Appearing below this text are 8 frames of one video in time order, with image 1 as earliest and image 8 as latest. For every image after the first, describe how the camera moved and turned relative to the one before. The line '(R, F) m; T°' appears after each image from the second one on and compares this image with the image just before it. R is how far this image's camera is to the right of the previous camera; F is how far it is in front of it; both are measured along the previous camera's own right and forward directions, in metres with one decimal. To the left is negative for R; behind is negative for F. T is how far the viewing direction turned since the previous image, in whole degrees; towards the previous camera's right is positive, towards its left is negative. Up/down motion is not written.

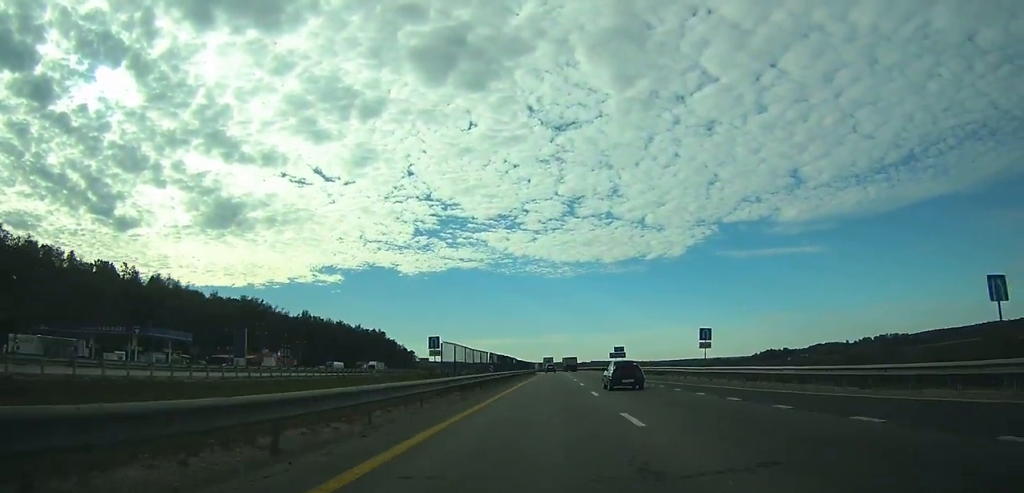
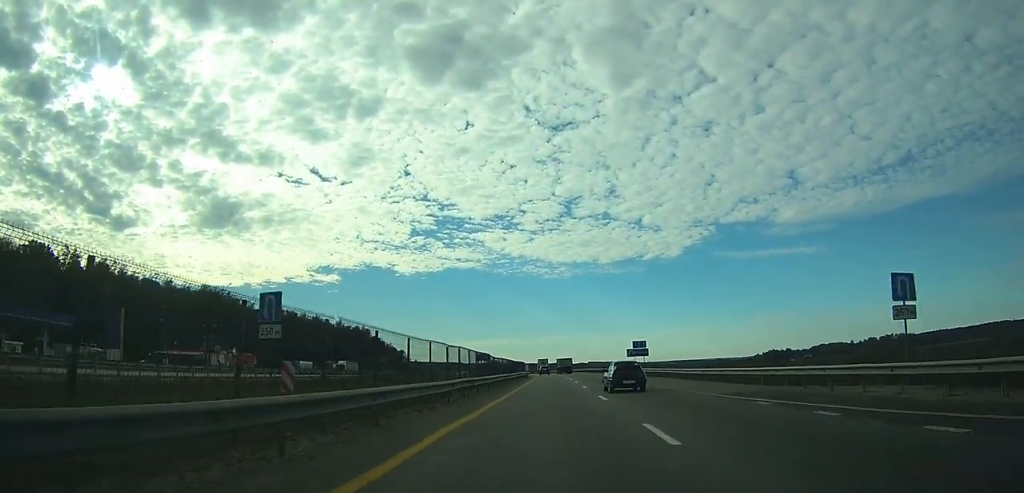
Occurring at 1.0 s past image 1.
(+0.1, +25.9) m; +1°
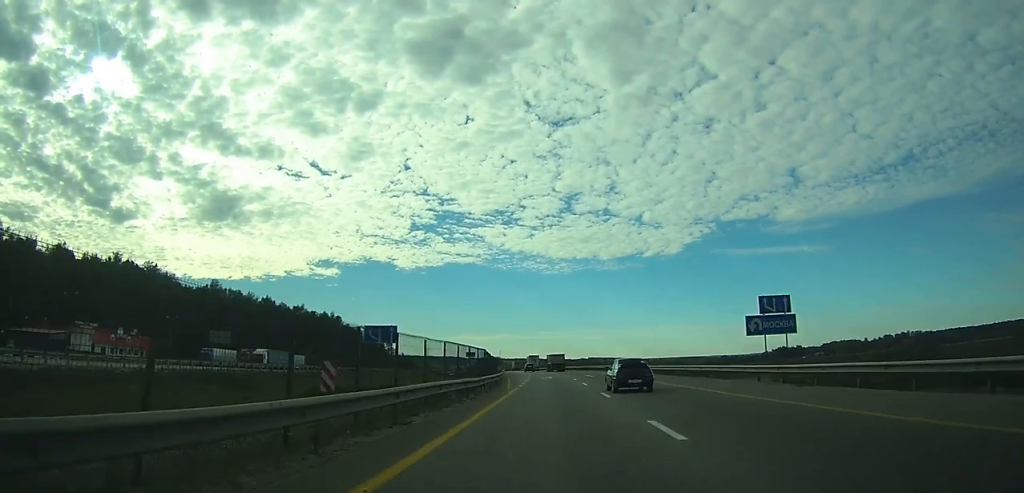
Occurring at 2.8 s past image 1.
(+0.3, +46.8) m; 0°
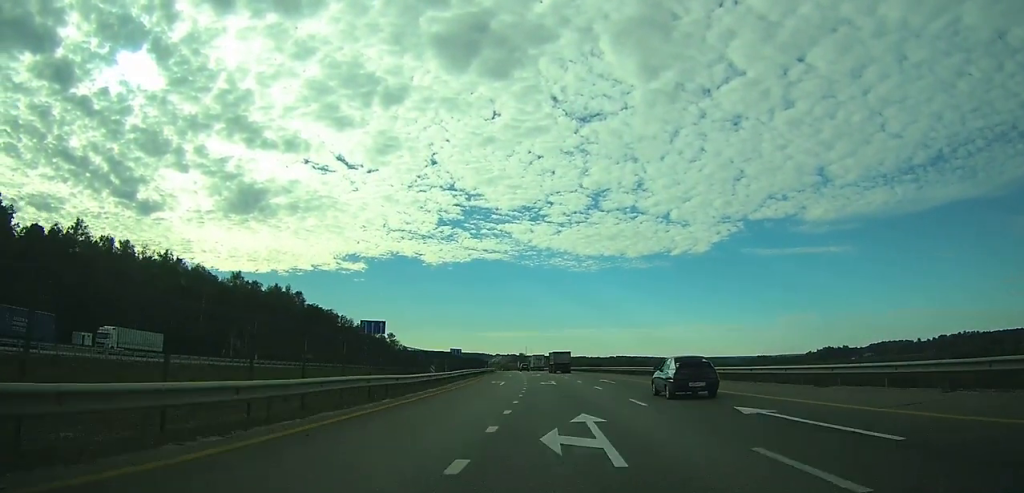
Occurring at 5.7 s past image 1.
(-1.0, +75.1) m; -2°
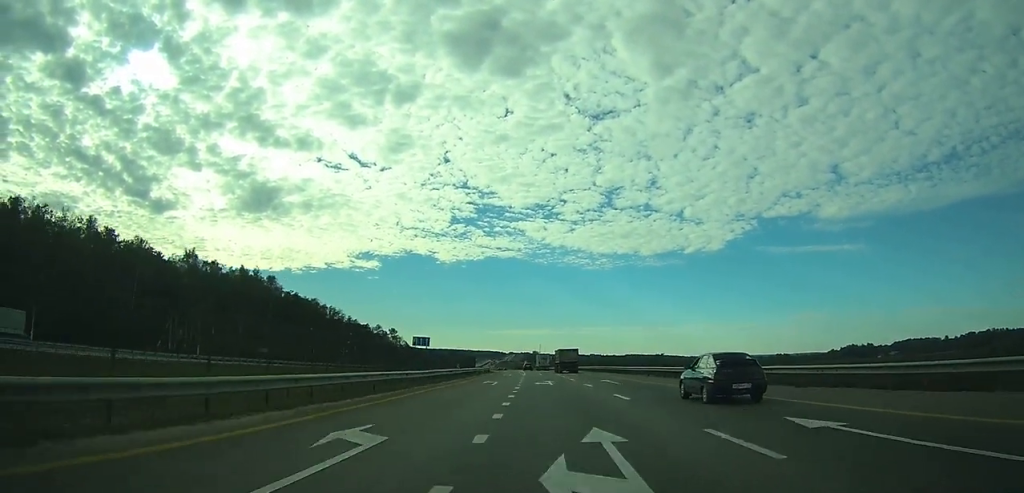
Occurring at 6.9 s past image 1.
(-0.1, +33.4) m; -1°
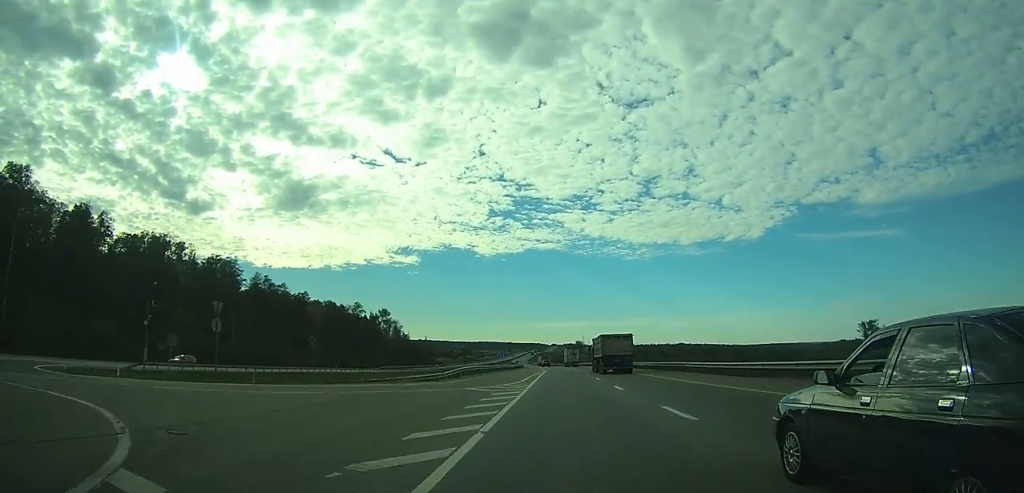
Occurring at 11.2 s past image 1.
(-4.6, +113.6) m; -4°
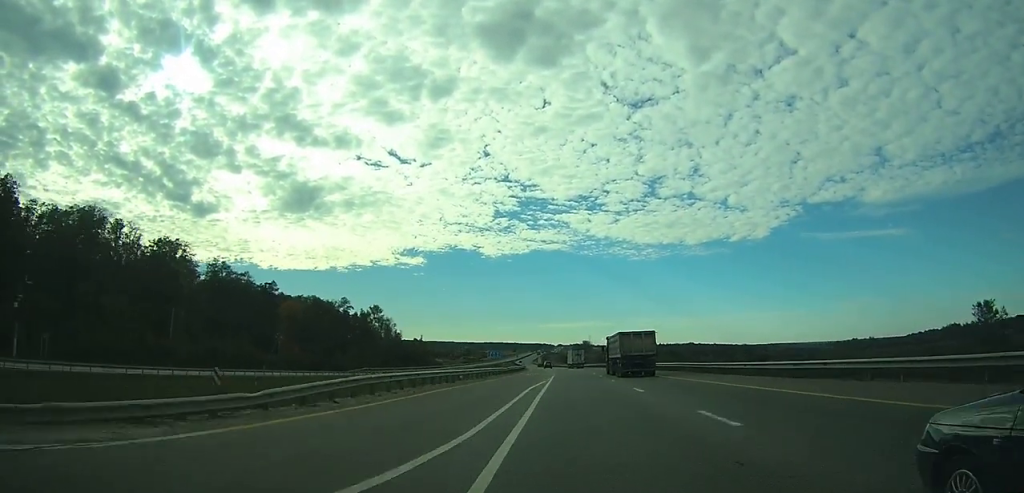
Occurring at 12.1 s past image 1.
(-0.2, +25.1) m; -1°
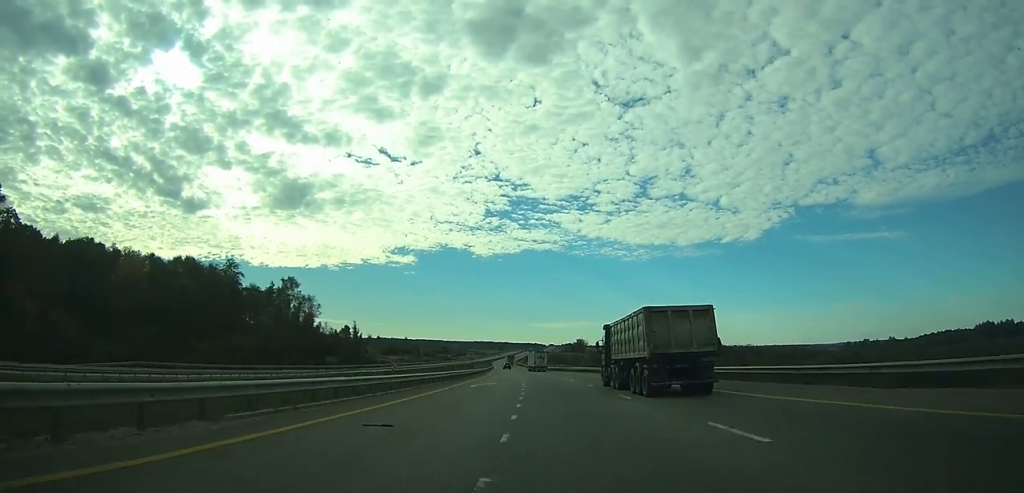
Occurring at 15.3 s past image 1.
(-0.6, +85.1) m; -1°
